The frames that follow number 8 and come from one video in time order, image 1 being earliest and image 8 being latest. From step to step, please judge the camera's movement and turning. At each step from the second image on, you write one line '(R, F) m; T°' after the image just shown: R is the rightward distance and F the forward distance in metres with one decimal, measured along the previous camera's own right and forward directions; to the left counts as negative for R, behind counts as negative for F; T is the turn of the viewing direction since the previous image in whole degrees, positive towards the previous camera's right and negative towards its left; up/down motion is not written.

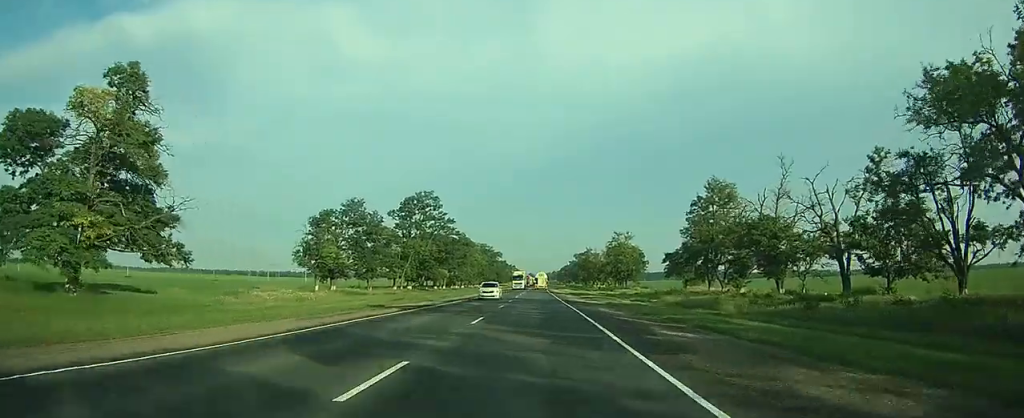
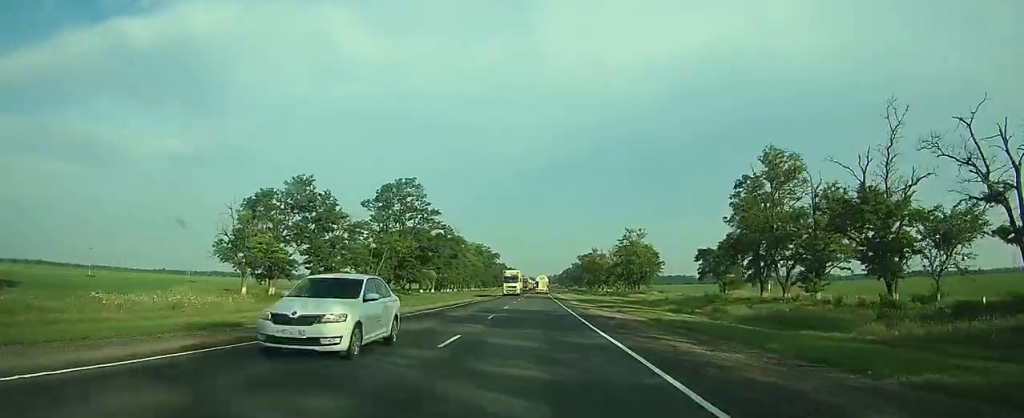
(0.0, +18.0) m; 0°
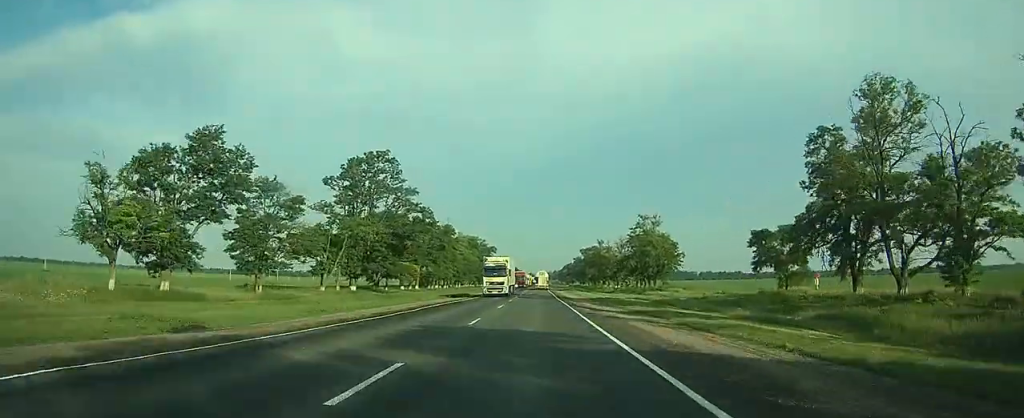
(0.0, +17.9) m; 0°
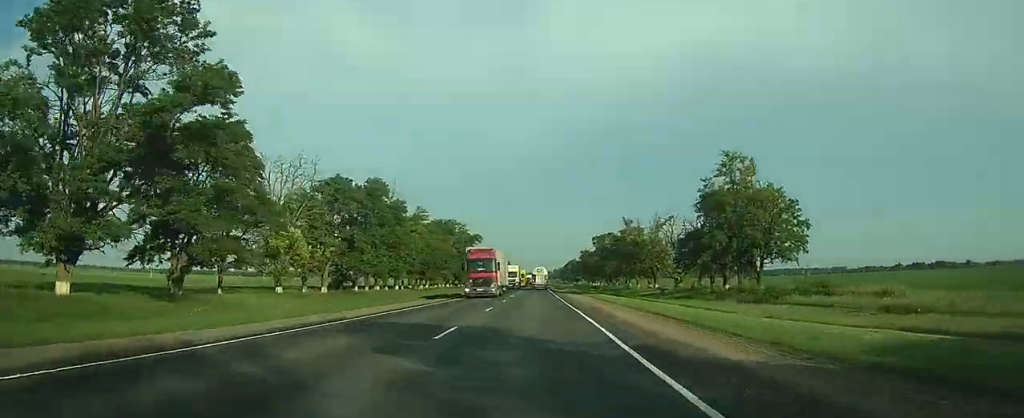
(-0.3, +53.0) m; -1°
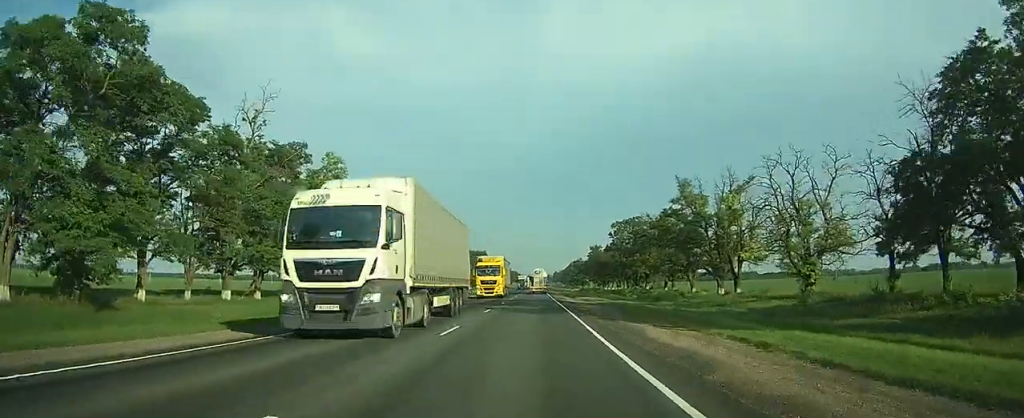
(-0.1, +44.9) m; 0°
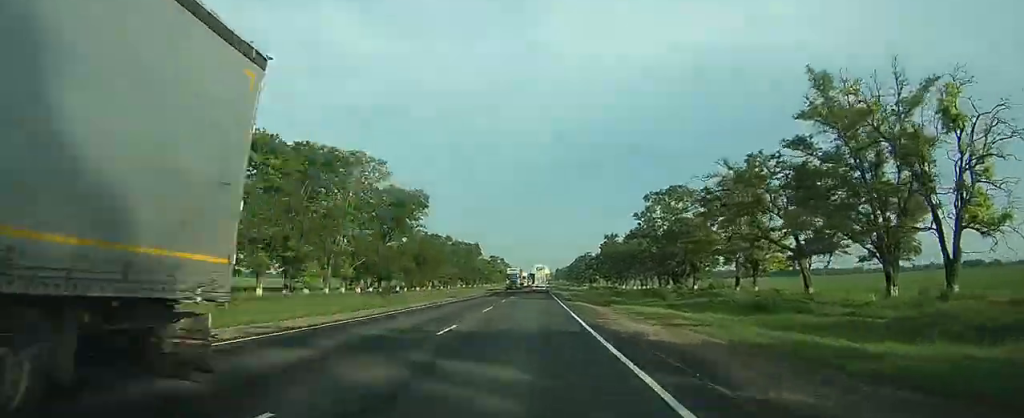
(+0.6, +32.6) m; +2°
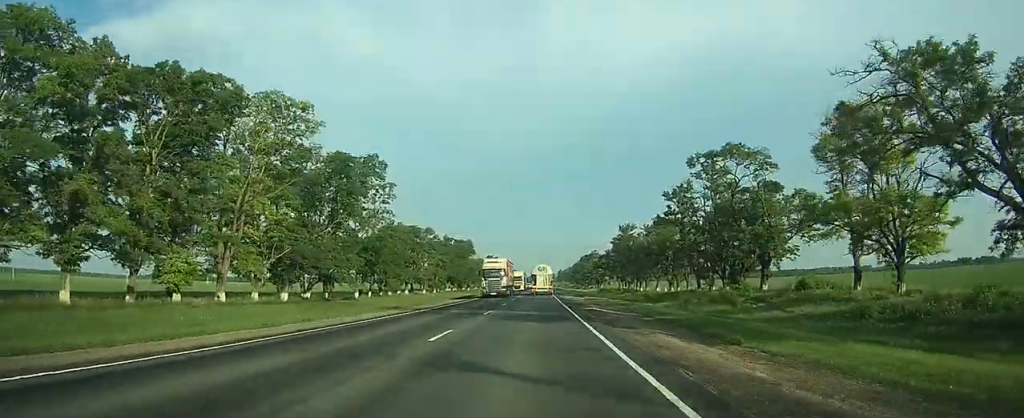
(+0.1, +21.2) m; 0°
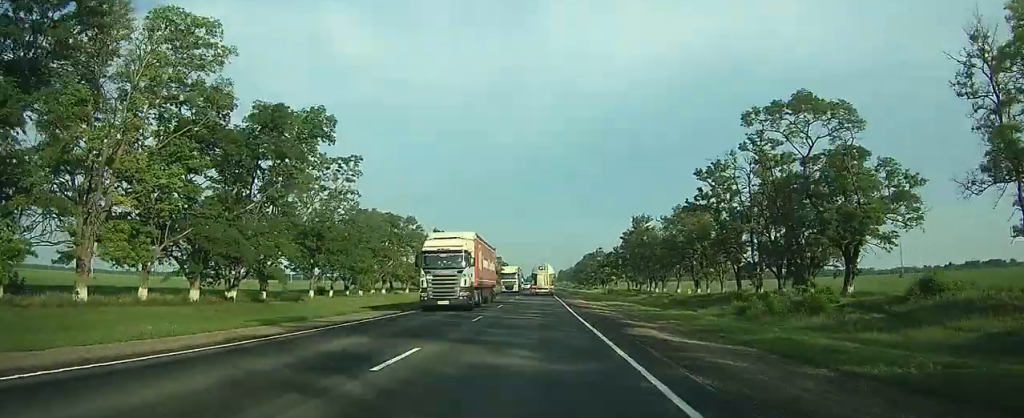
(-0.1, +13.9) m; -1°
